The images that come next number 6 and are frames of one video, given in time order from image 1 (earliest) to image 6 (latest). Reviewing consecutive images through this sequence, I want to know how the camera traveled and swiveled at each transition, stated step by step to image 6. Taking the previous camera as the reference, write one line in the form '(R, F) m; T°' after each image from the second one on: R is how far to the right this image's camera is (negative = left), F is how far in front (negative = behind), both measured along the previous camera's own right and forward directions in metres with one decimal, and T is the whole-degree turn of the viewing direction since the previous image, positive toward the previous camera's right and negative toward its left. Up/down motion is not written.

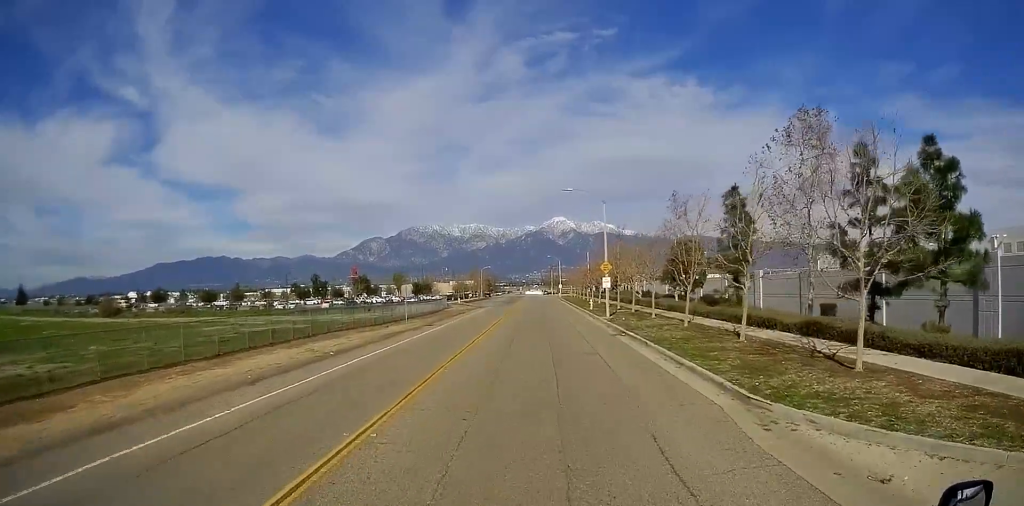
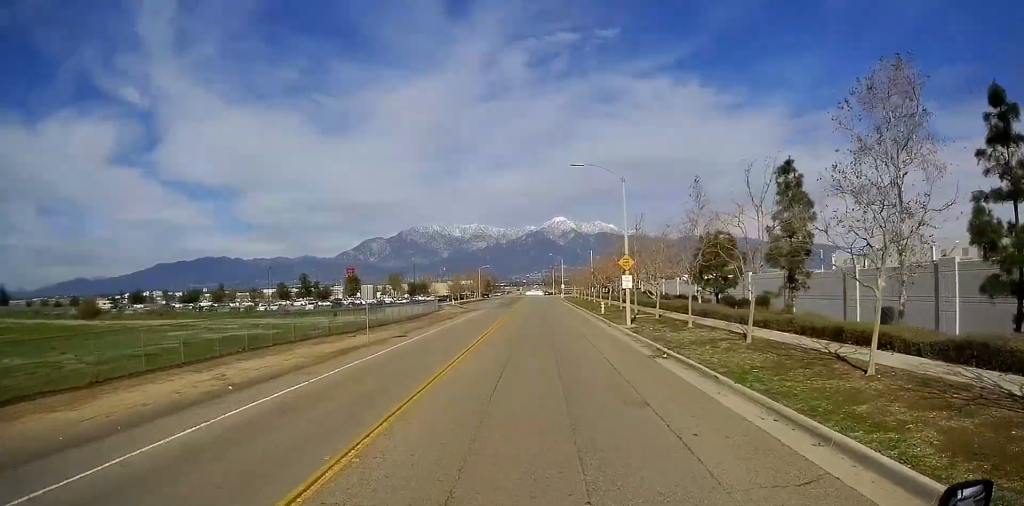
(-0.2, +9.7) m; -1°
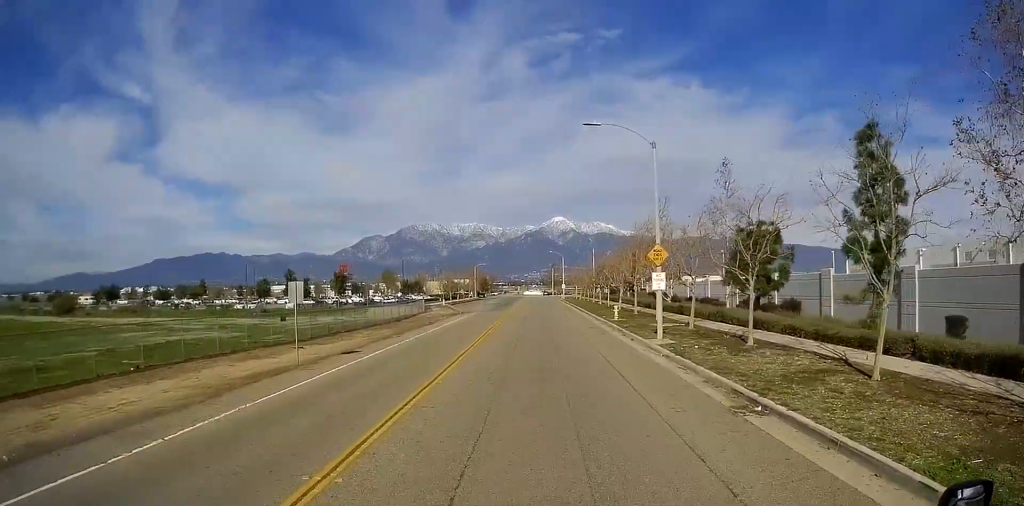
(0.0, +9.2) m; +1°
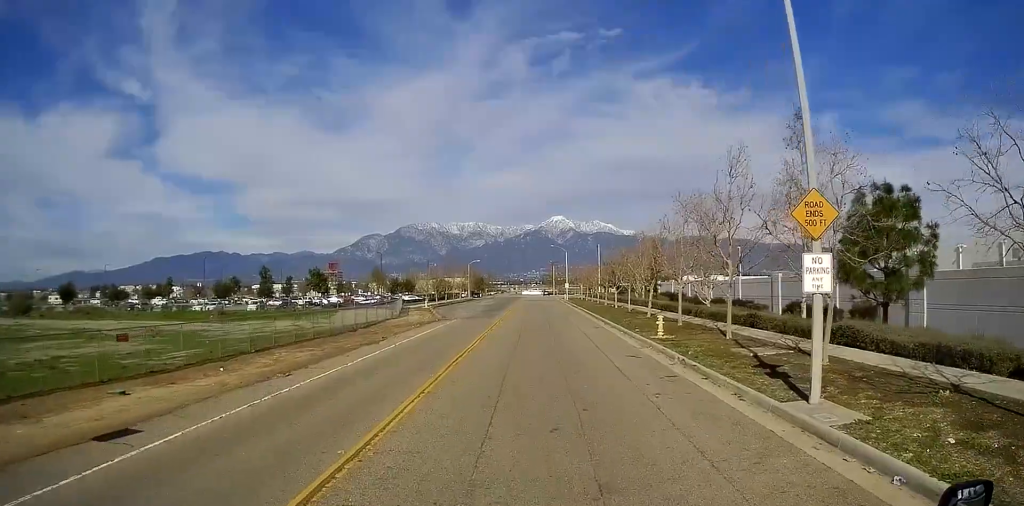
(+0.4, +15.4) m; +1°
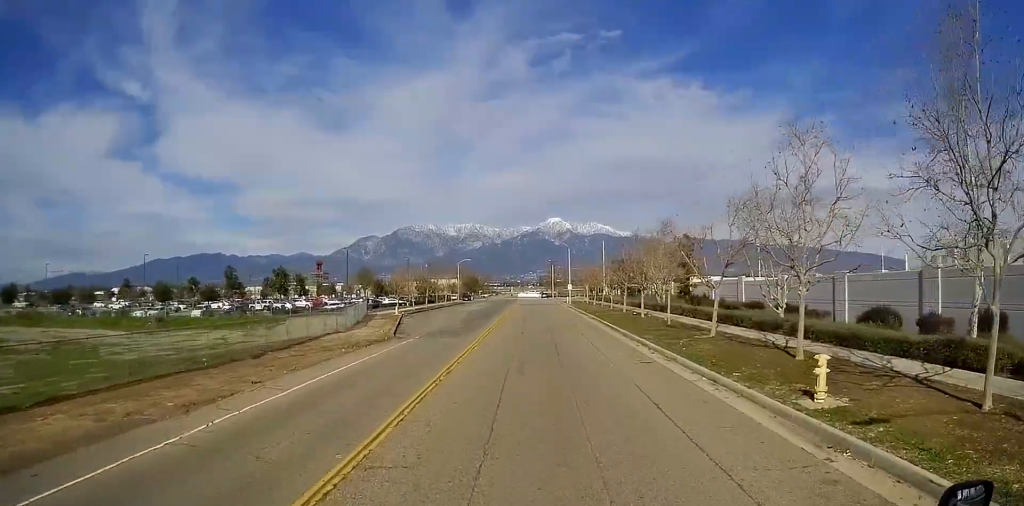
(0.0, +17.0) m; 0°
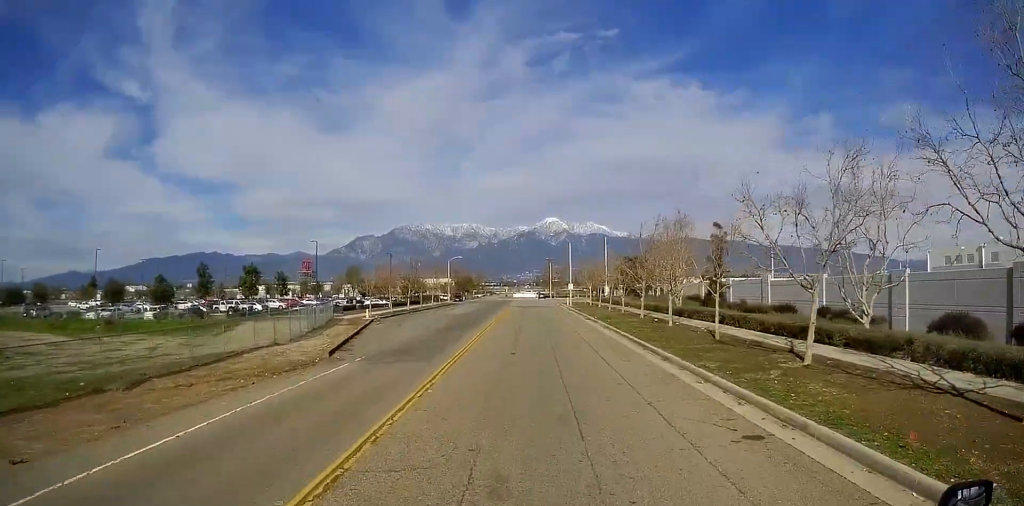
(0.0, +10.9) m; 0°
